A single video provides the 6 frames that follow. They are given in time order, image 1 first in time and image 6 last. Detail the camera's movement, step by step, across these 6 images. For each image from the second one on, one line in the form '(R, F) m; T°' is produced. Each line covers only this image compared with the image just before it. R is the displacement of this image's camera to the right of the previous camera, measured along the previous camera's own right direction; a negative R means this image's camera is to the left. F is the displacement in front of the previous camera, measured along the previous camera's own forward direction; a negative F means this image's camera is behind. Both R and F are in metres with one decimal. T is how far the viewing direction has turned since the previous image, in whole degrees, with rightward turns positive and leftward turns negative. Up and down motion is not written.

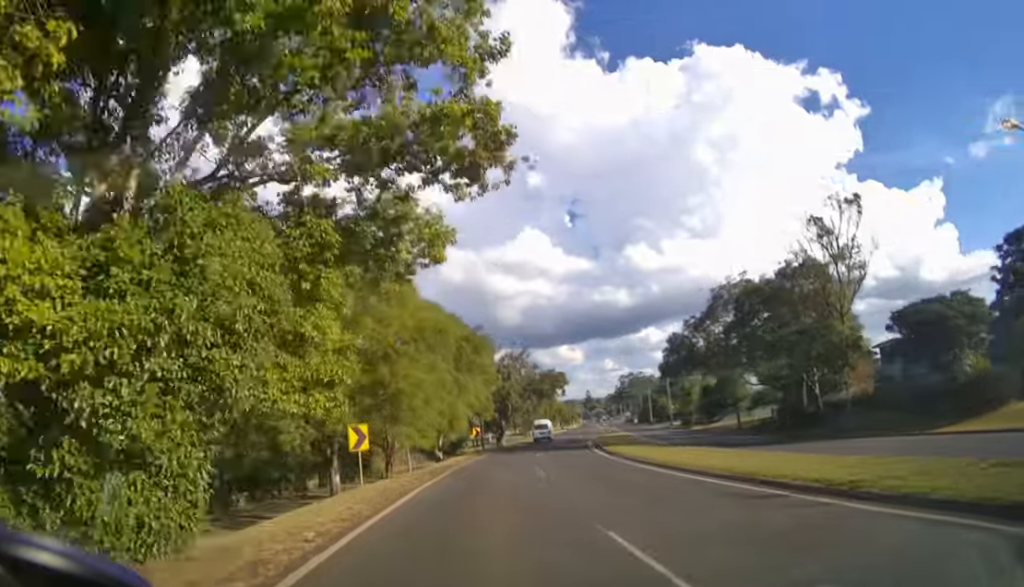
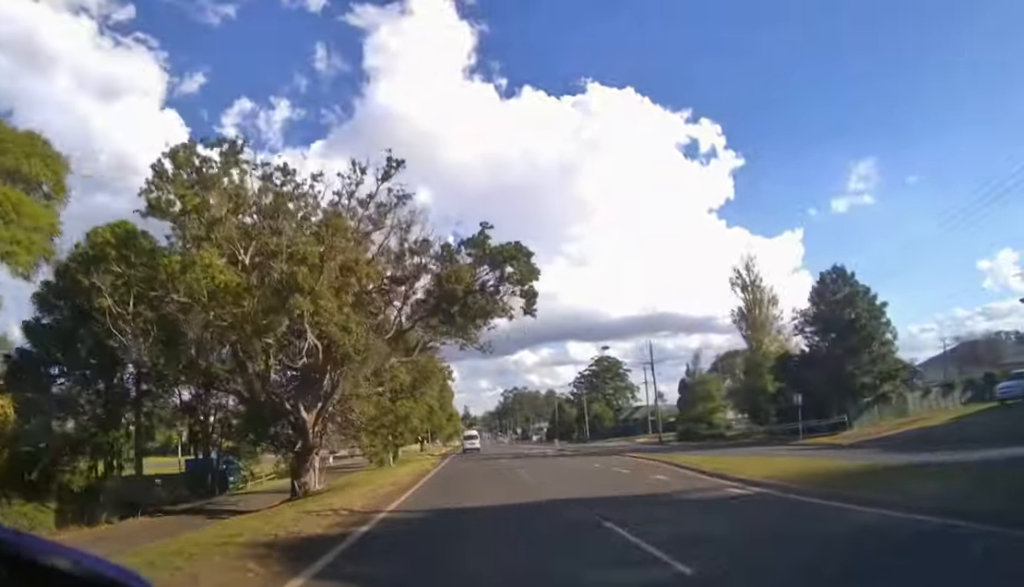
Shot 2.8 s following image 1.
(+5.8, +46.1) m; +13°
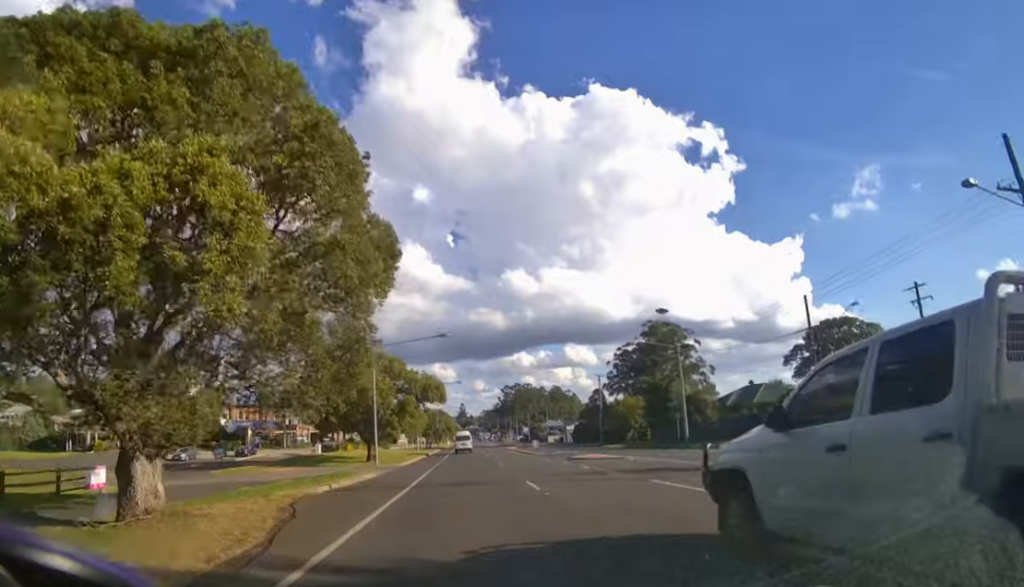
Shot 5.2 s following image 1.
(+1.2, +36.2) m; +2°
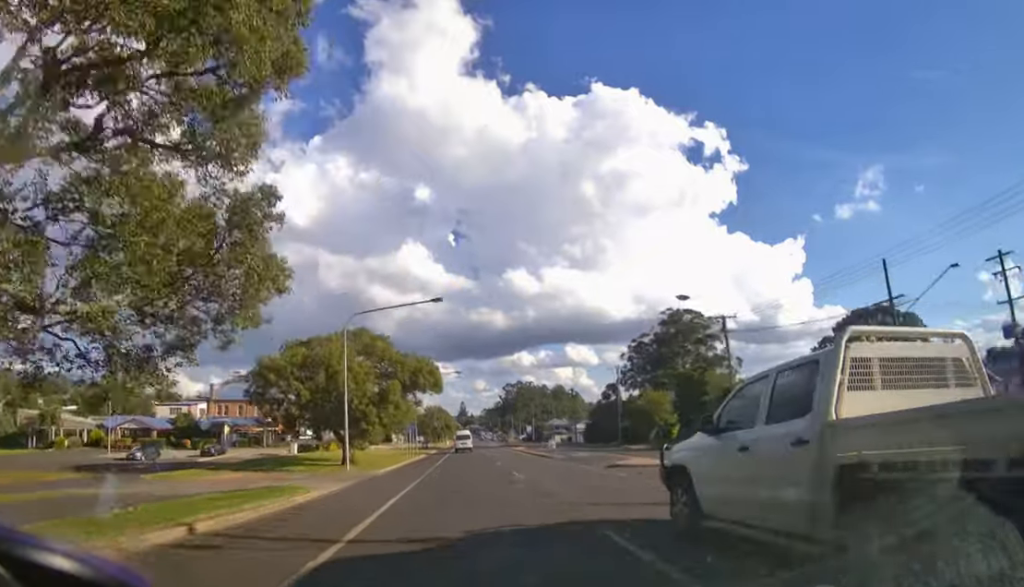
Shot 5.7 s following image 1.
(0.0, +8.0) m; 0°
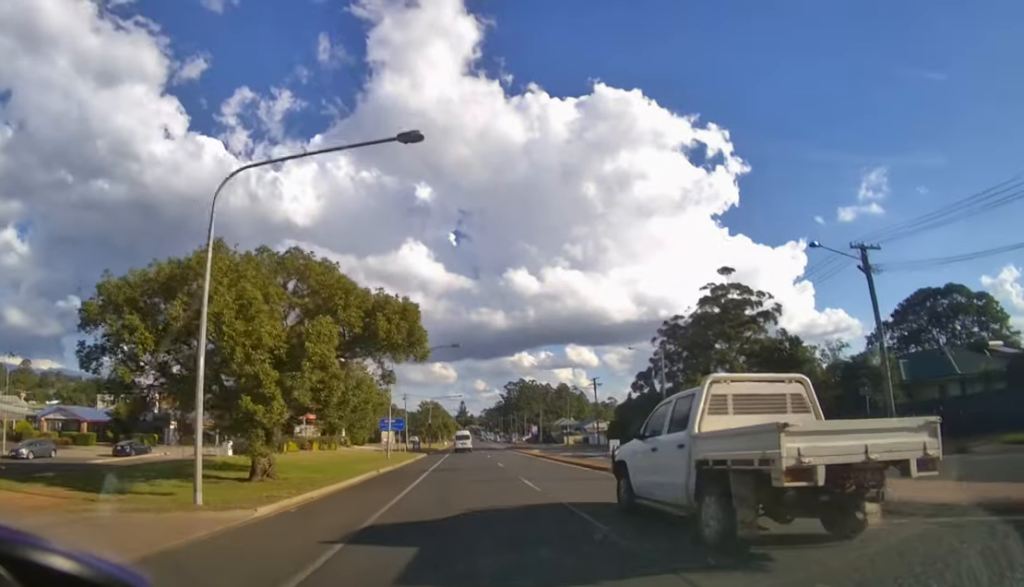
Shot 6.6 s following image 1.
(0.0, +14.6) m; 0°
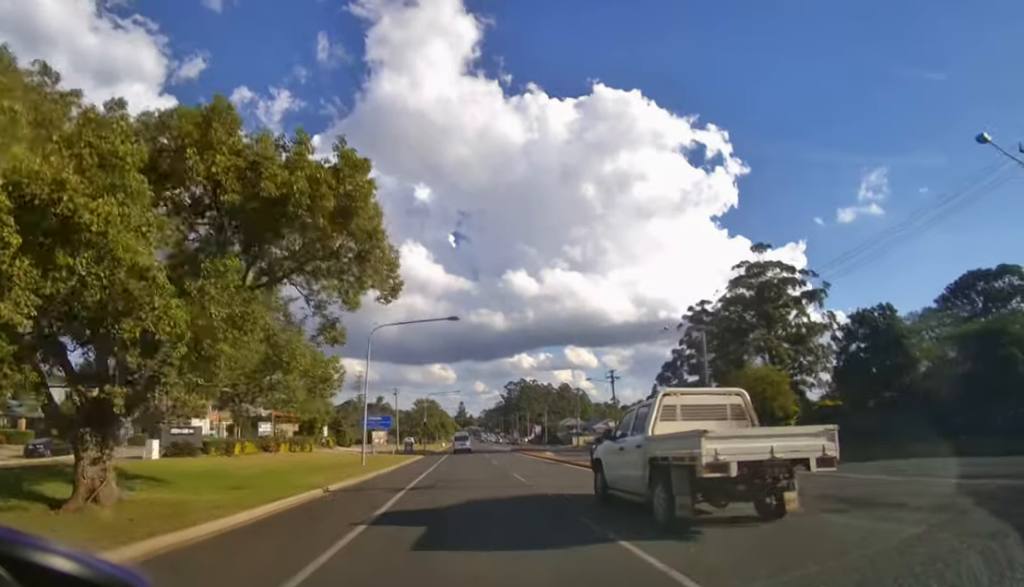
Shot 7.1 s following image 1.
(0.0, +8.8) m; 0°
